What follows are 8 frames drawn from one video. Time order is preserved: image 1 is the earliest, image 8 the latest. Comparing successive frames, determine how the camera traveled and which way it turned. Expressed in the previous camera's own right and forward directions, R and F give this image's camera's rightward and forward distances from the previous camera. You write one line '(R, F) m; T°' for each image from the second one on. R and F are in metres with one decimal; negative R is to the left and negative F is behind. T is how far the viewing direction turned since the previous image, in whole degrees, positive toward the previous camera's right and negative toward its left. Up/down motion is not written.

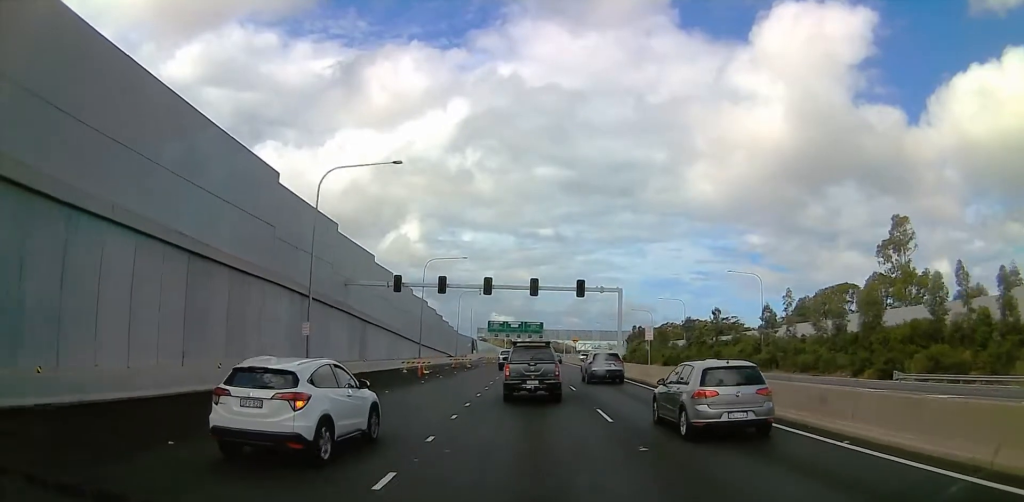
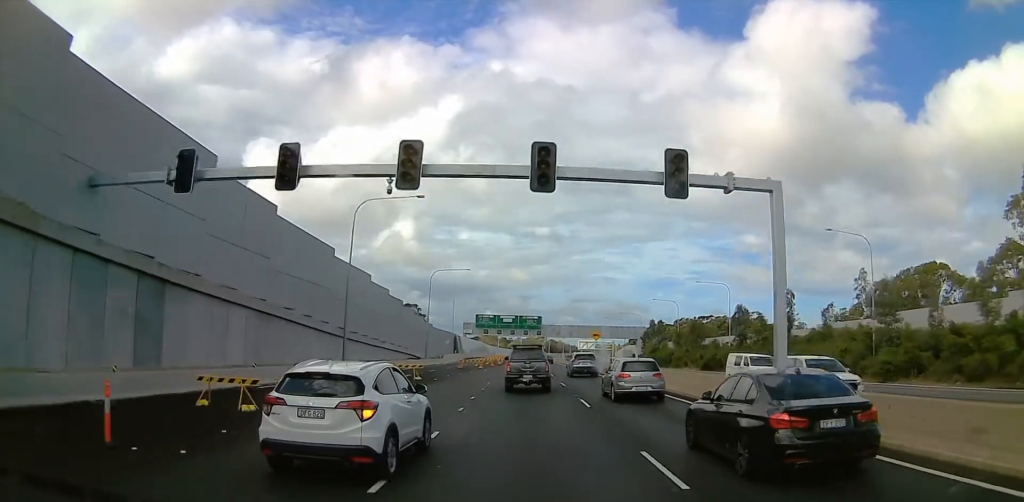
(-0.8, +33.6) m; -2°
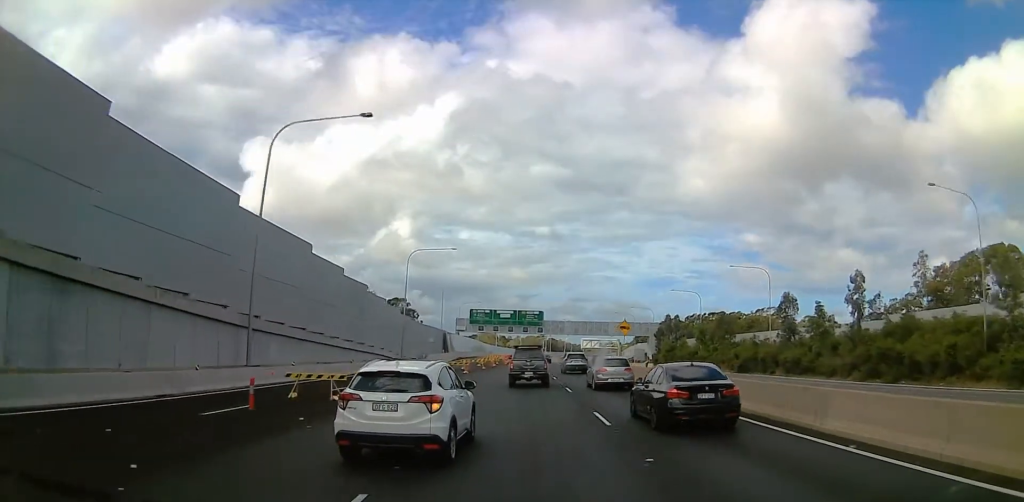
(+0.5, +18.9) m; +3°
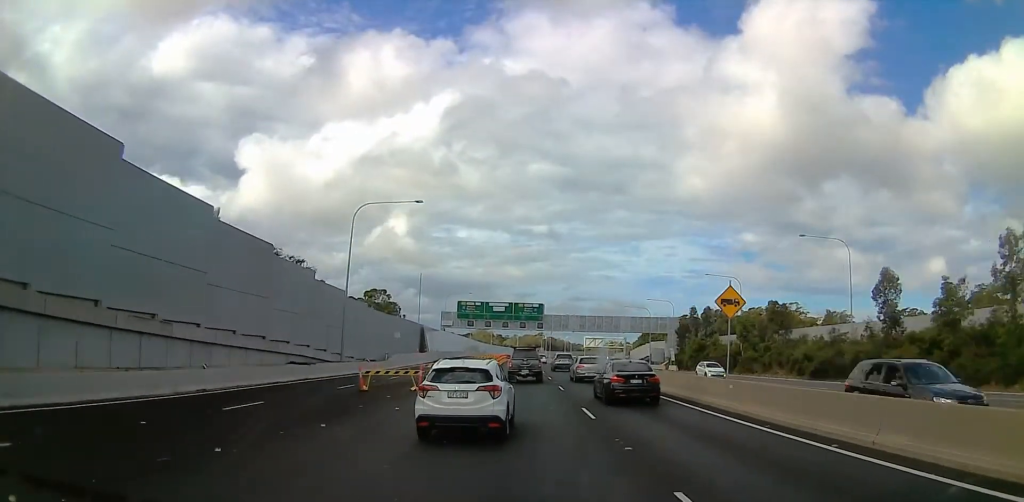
(+0.4, +25.1) m; +1°
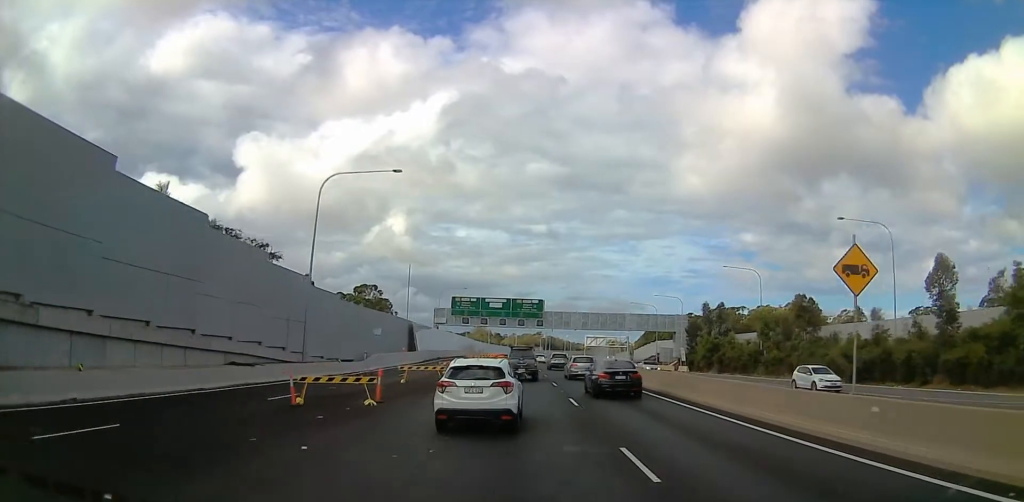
(0.0, +8.7) m; 0°
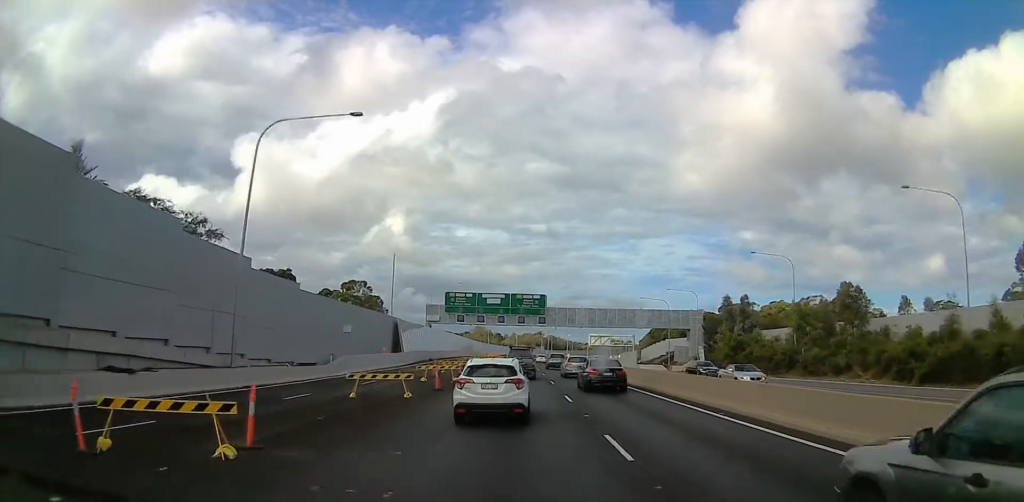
(0.0, +10.6) m; 0°
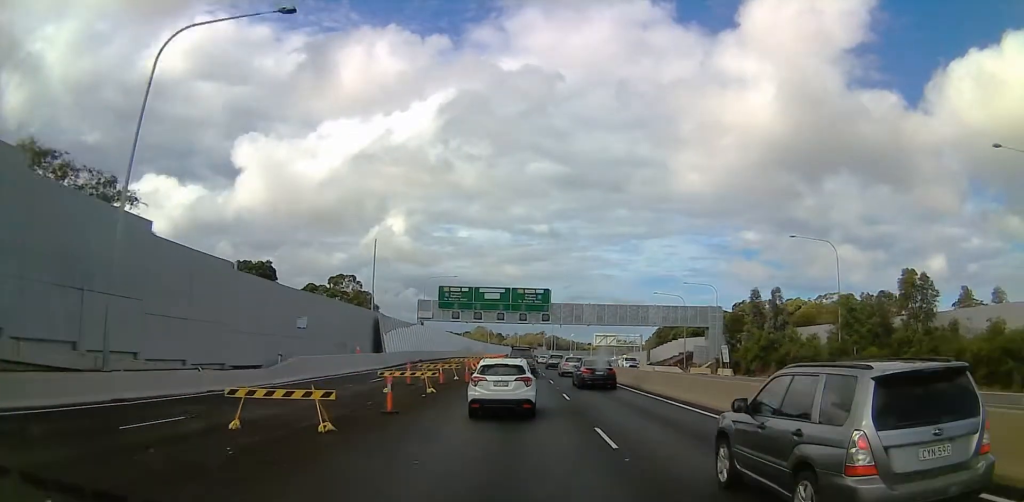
(0.0, +10.2) m; 0°
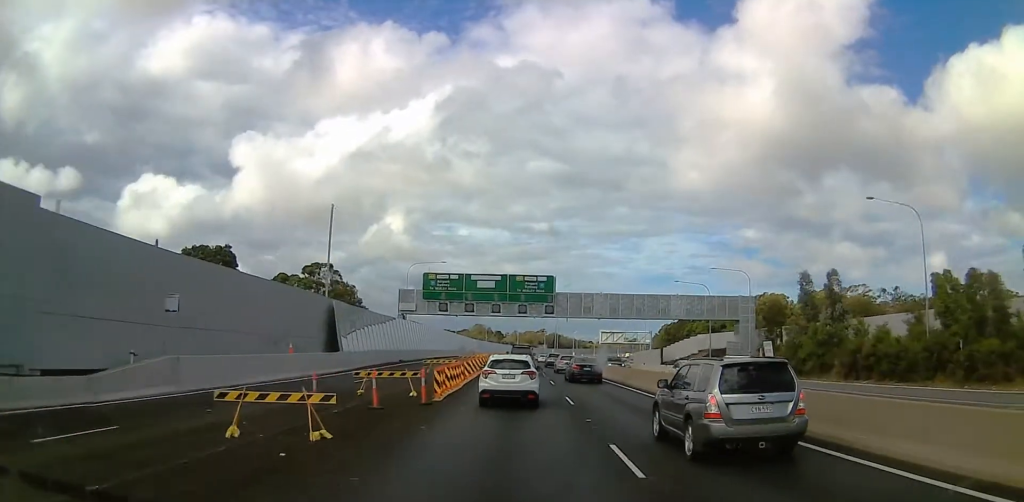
(0.0, +12.6) m; 0°
